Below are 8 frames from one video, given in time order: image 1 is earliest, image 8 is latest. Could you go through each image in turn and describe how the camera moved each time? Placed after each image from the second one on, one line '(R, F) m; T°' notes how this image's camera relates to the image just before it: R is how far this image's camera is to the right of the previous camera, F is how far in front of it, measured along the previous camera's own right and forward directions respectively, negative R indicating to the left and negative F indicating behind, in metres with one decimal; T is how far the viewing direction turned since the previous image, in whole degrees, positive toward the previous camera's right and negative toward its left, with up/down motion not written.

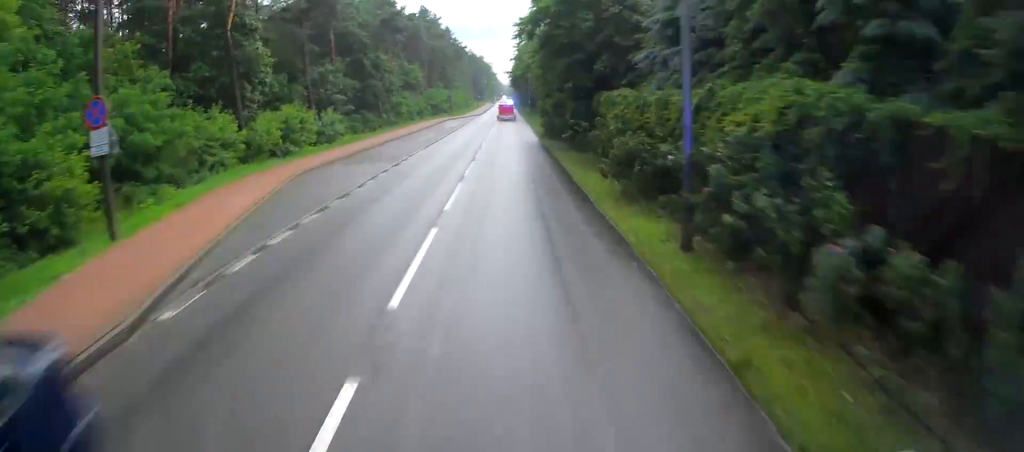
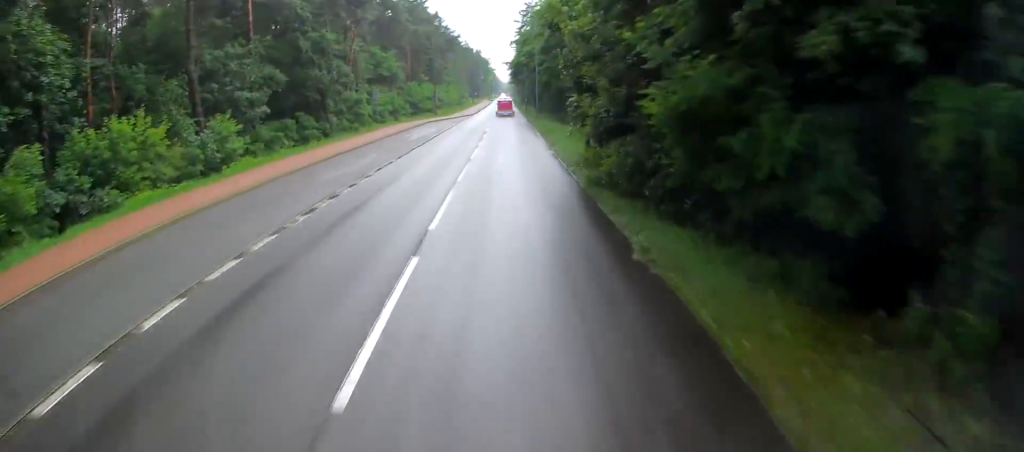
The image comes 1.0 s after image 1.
(-0.2, +19.9) m; -1°
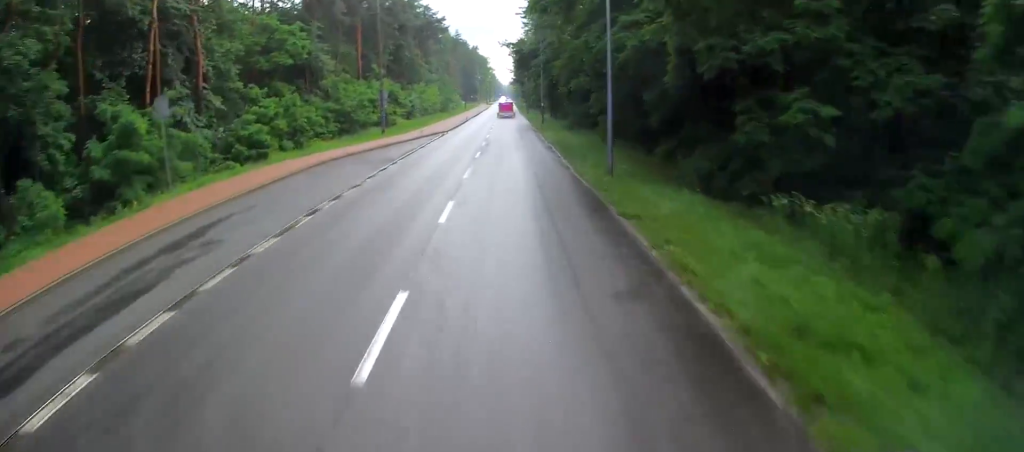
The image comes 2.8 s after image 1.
(-0.3, +34.2) m; 0°
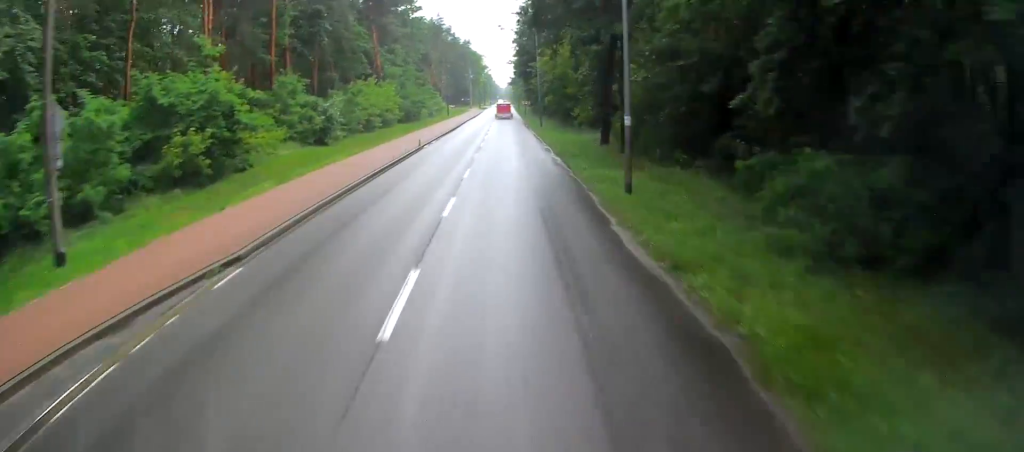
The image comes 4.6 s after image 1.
(-0.1, +33.4) m; 0°
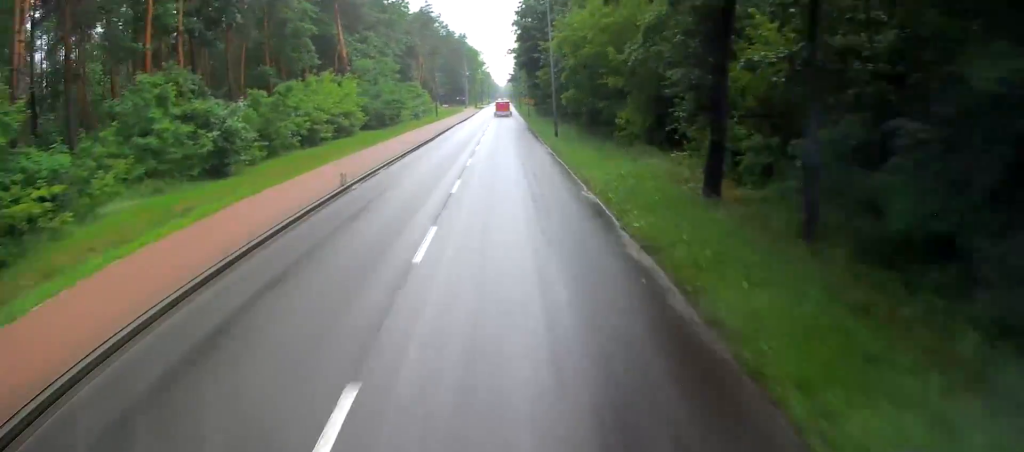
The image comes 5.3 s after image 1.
(+0.2, +14.8) m; +1°
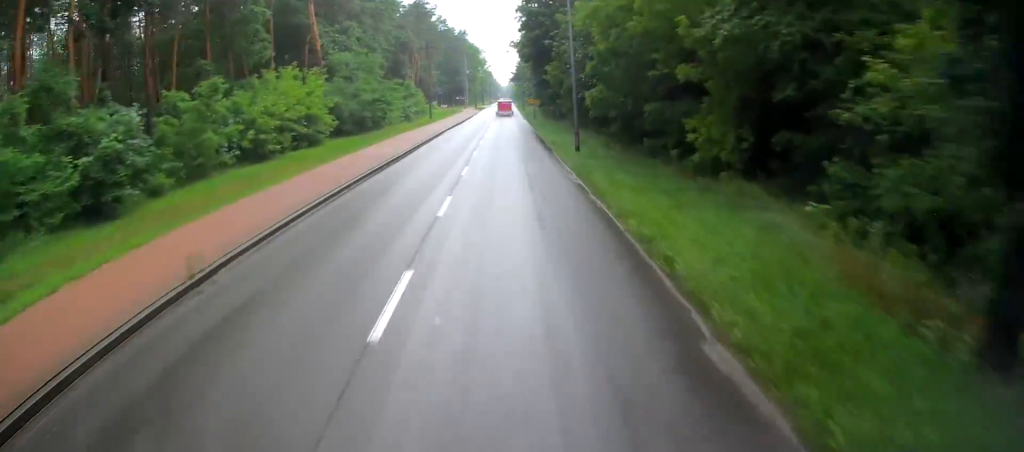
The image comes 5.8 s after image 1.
(+0.1, +8.6) m; 0°
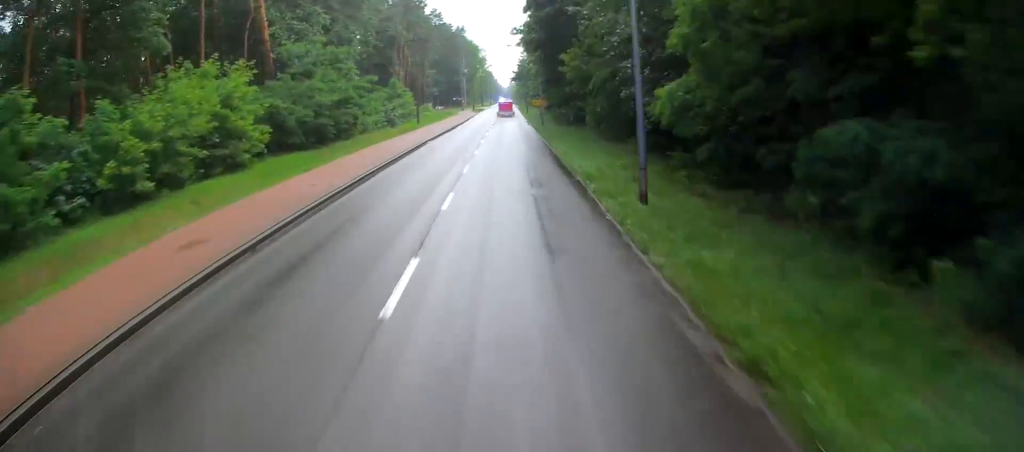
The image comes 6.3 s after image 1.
(0.0, +11.2) m; 0°
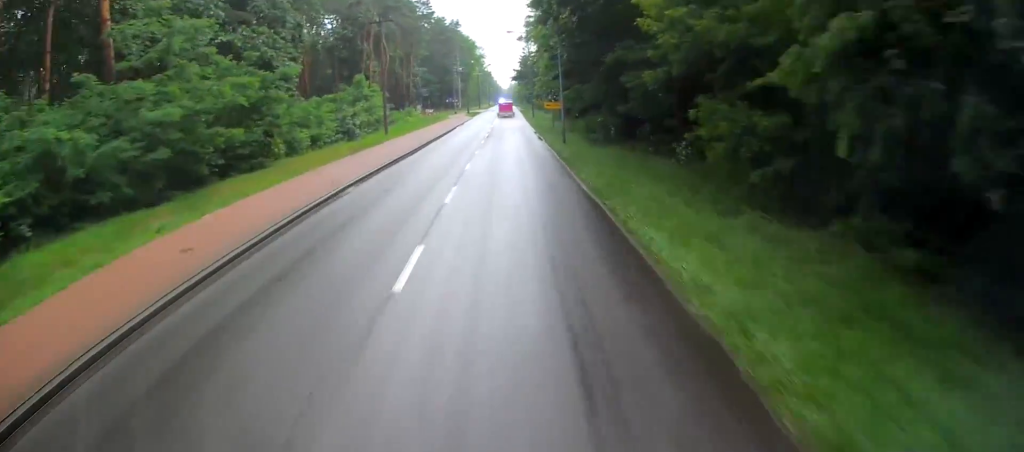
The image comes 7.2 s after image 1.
(0.0, +17.2) m; 0°
